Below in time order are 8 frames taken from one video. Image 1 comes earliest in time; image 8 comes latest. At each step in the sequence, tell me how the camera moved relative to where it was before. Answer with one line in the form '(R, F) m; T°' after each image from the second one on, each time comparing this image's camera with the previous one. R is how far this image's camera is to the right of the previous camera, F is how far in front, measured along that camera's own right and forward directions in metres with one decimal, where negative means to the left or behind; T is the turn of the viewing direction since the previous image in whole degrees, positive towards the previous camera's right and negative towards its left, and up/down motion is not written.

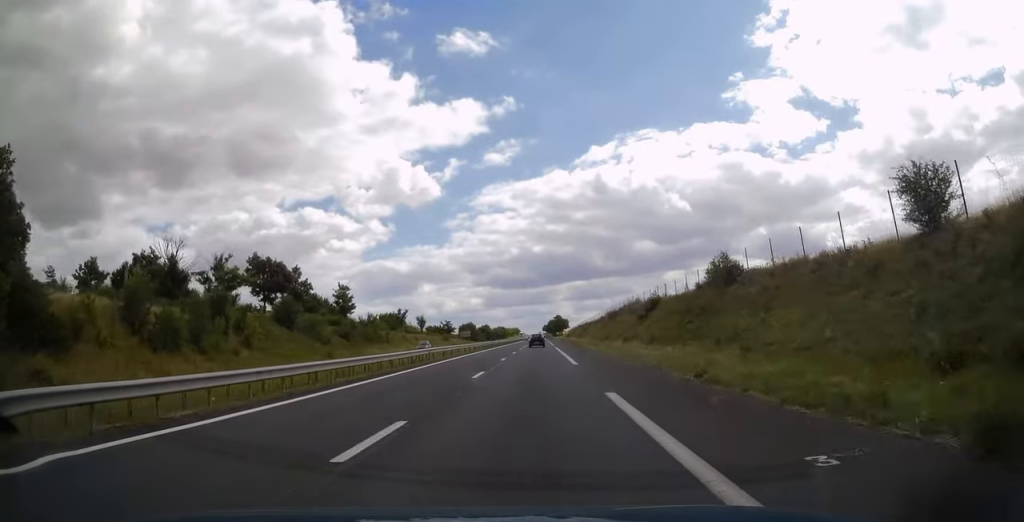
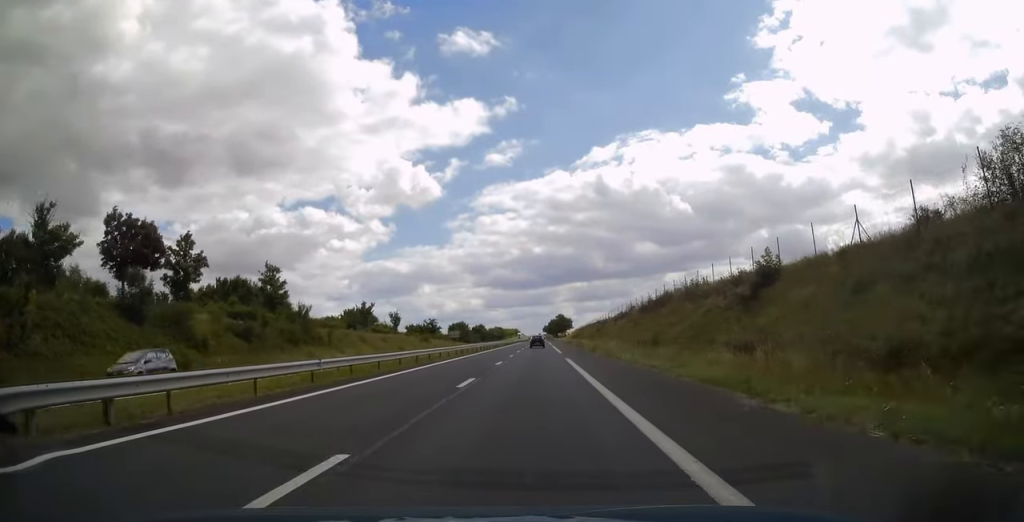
(-0.1, +29.3) m; 0°
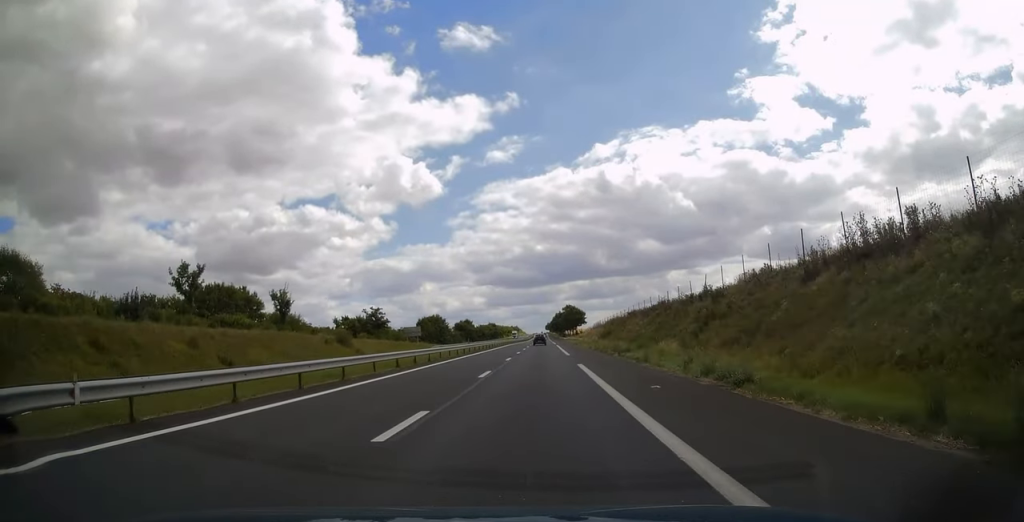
(0.0, +61.3) m; 0°
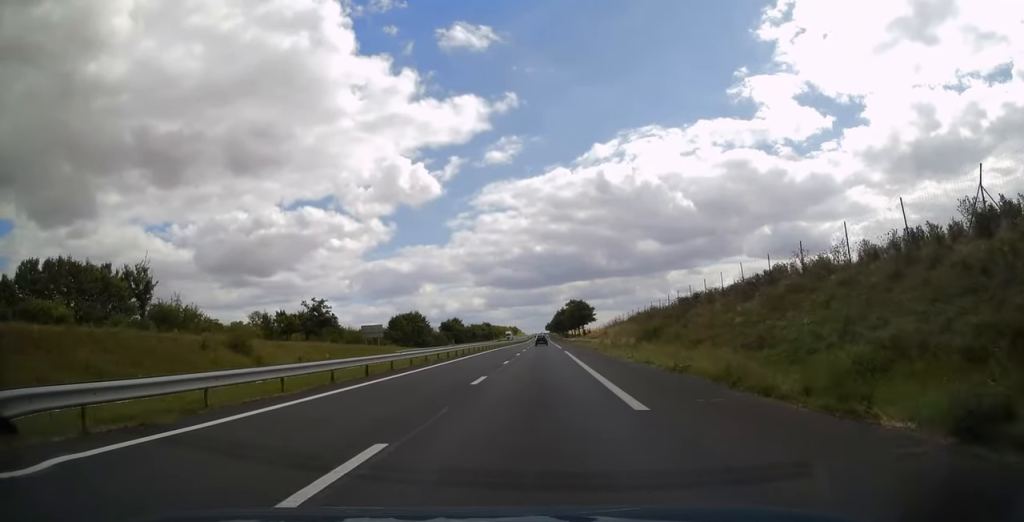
(0.0, +29.5) m; 0°
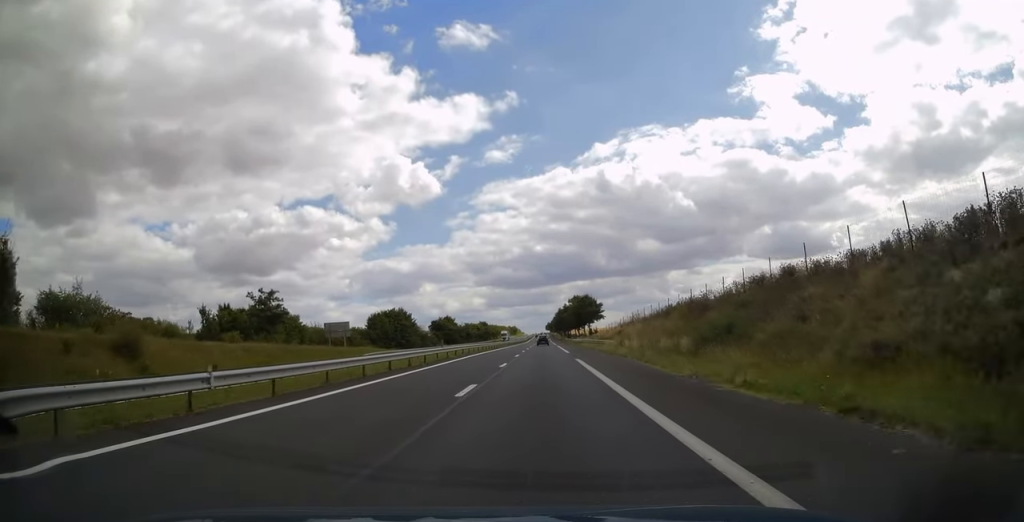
(0.0, +16.7) m; 0°
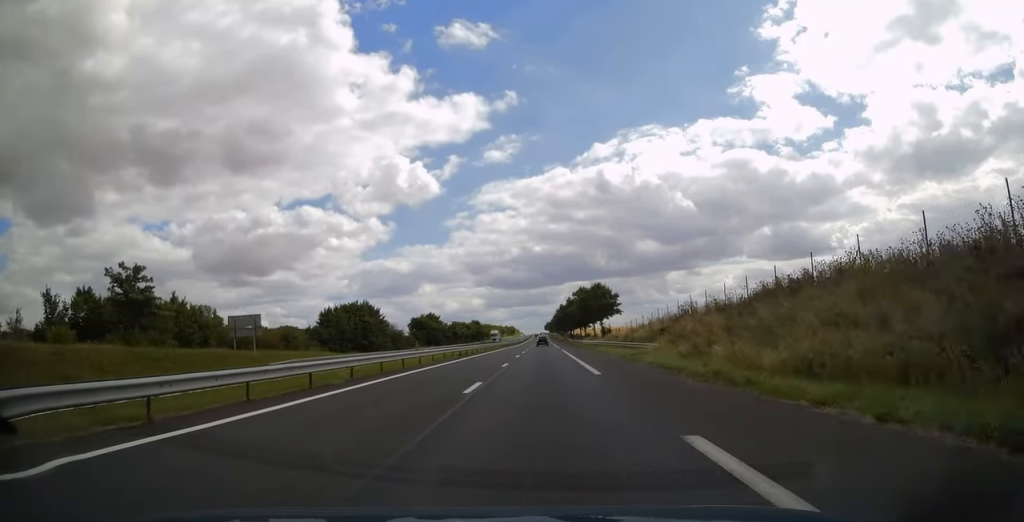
(0.0, +25.6) m; 0°
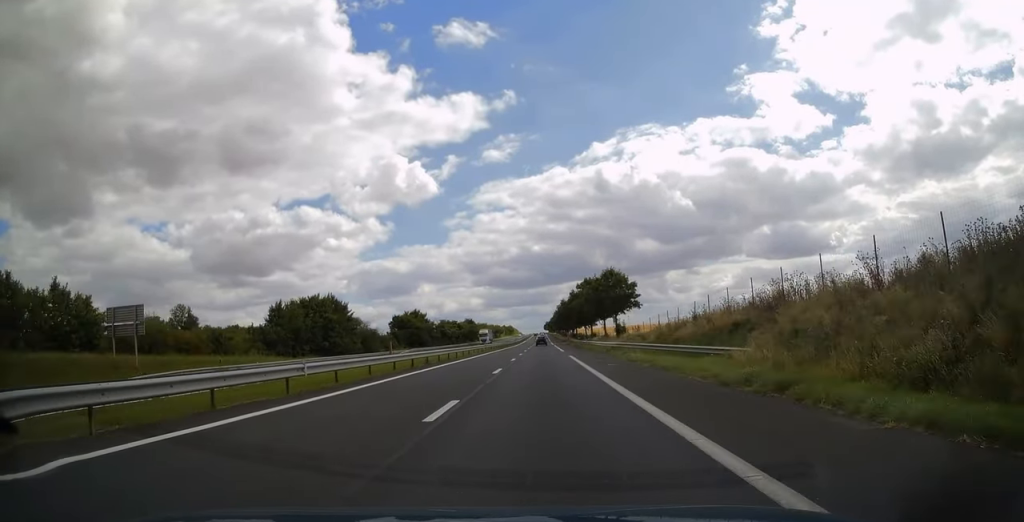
(-0.1, +17.7) m; 0°
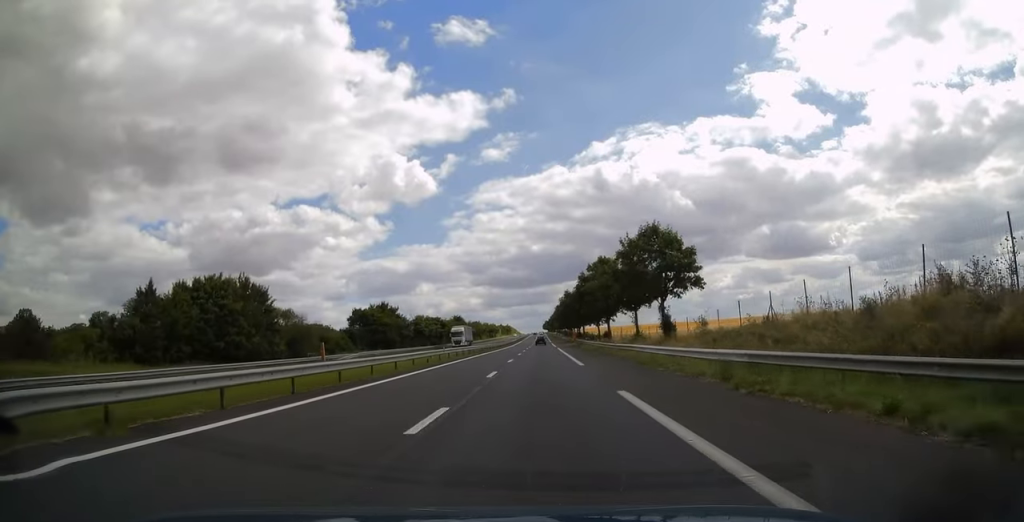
(0.0, +27.5) m; 0°
